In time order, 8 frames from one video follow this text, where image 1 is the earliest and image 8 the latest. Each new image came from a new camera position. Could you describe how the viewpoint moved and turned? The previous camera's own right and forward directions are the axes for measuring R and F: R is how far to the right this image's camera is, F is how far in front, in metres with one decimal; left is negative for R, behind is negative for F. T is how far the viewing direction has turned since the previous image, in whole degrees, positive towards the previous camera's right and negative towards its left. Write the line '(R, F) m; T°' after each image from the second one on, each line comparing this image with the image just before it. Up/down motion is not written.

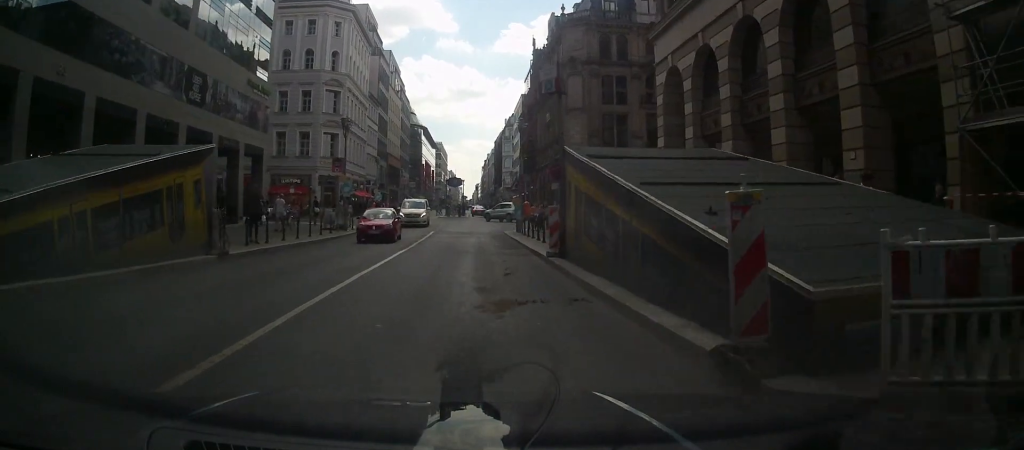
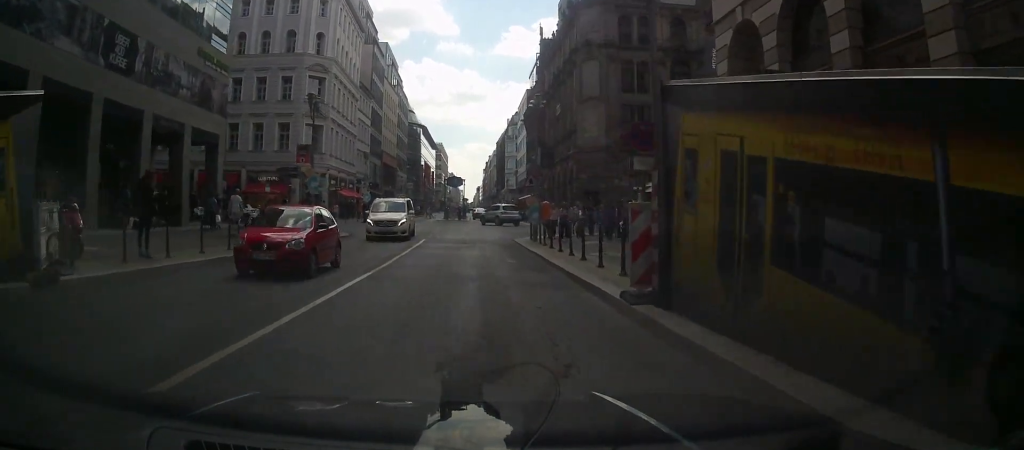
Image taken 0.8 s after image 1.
(-0.3, +8.1) m; 0°
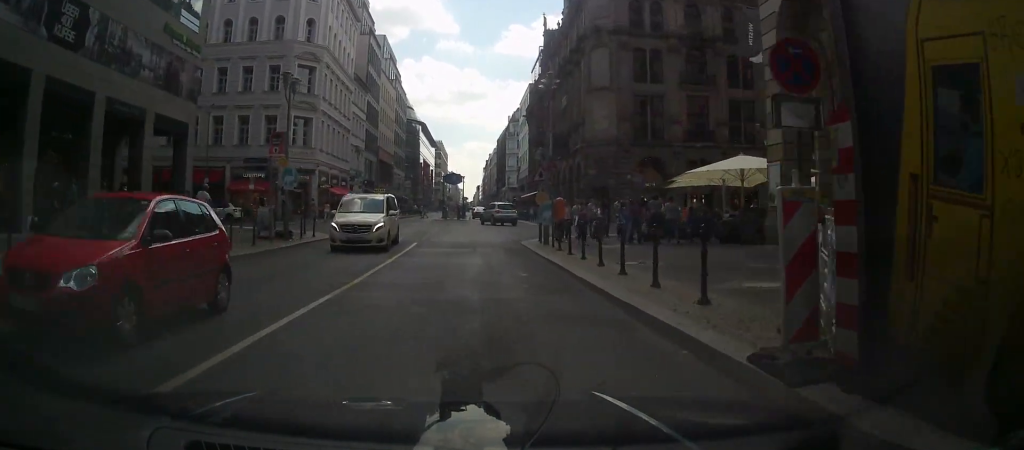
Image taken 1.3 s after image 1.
(+0.1, +4.9) m; 0°
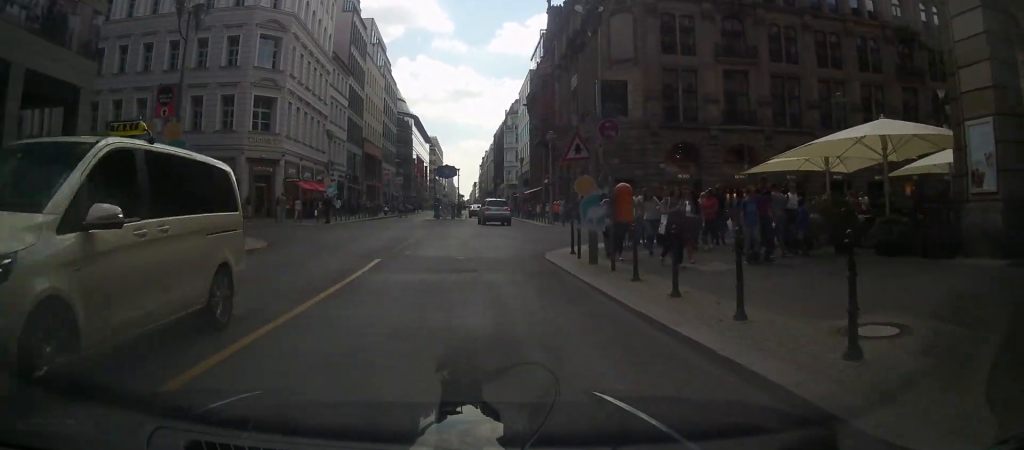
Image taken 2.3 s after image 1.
(0.0, +12.1) m; 0°
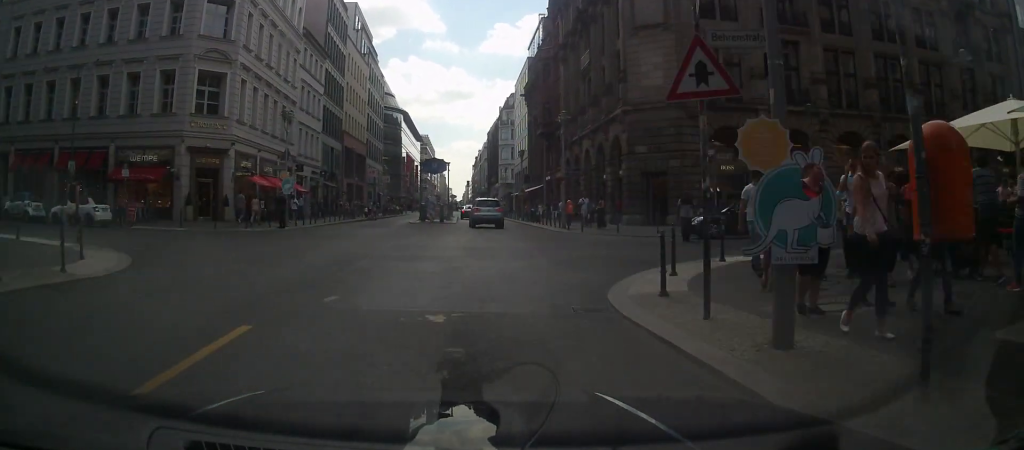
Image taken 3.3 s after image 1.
(+0.1, +12.4) m; 0°
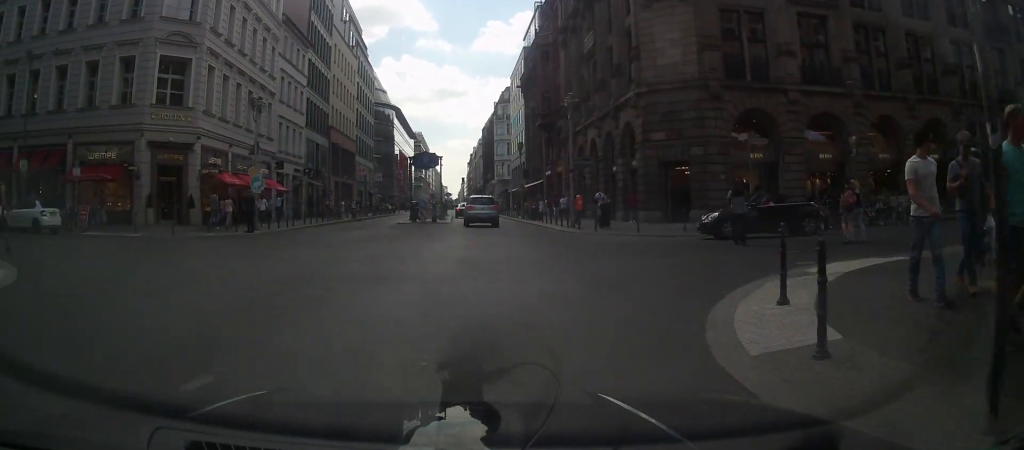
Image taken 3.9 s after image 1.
(+0.1, +6.8) m; 0°
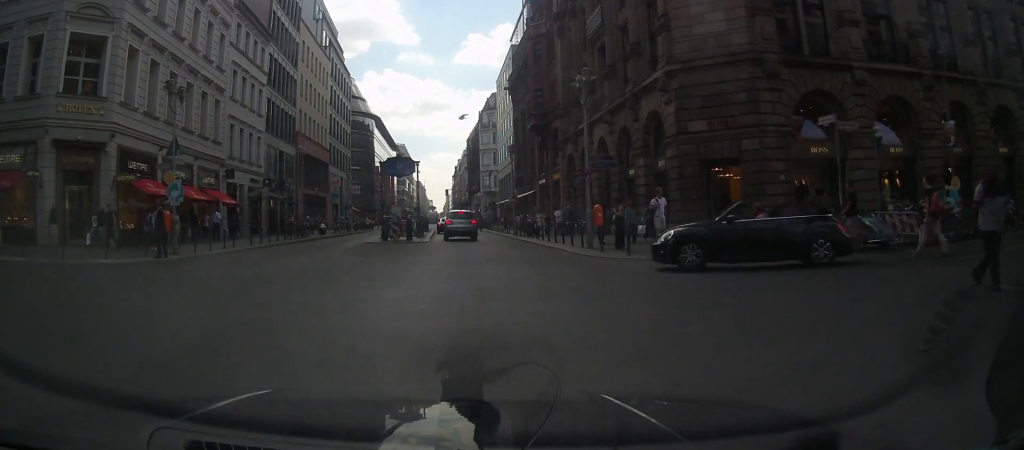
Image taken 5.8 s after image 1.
(-0.5, +21.3) m; 0°
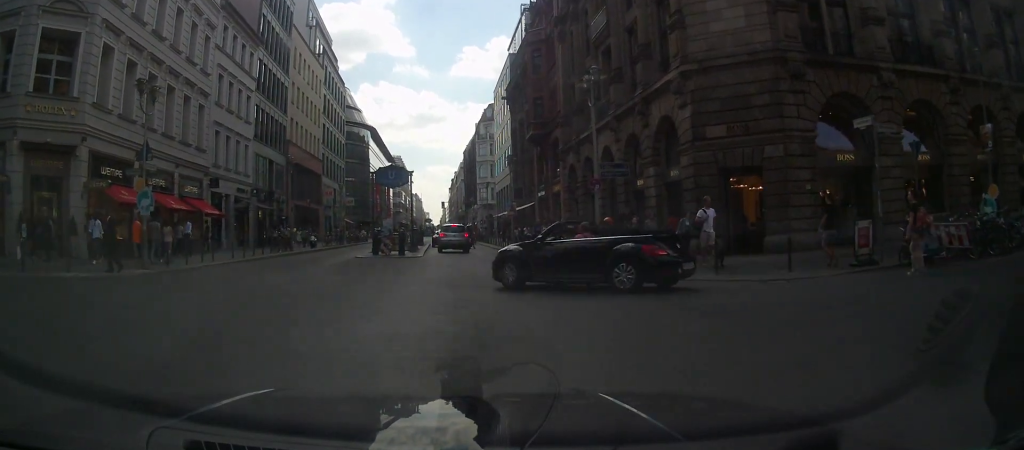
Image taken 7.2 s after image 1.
(+0.3, +11.2) m; +2°
